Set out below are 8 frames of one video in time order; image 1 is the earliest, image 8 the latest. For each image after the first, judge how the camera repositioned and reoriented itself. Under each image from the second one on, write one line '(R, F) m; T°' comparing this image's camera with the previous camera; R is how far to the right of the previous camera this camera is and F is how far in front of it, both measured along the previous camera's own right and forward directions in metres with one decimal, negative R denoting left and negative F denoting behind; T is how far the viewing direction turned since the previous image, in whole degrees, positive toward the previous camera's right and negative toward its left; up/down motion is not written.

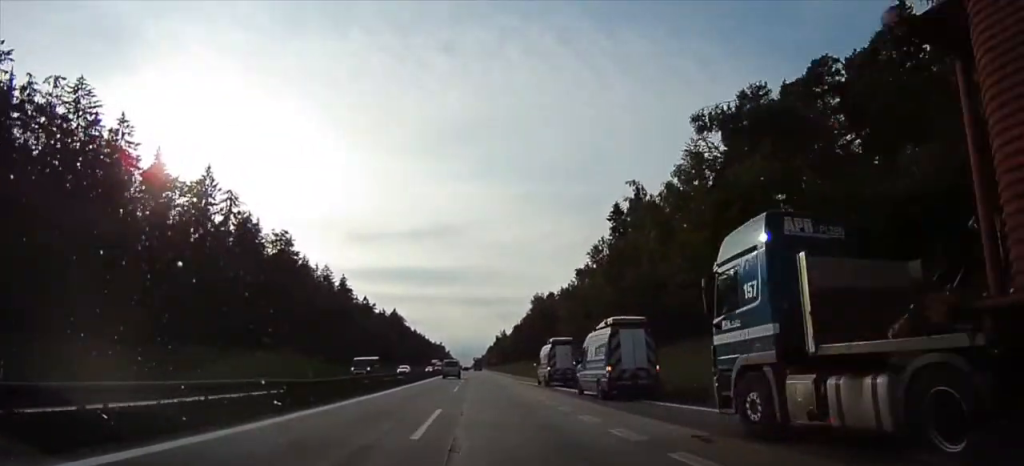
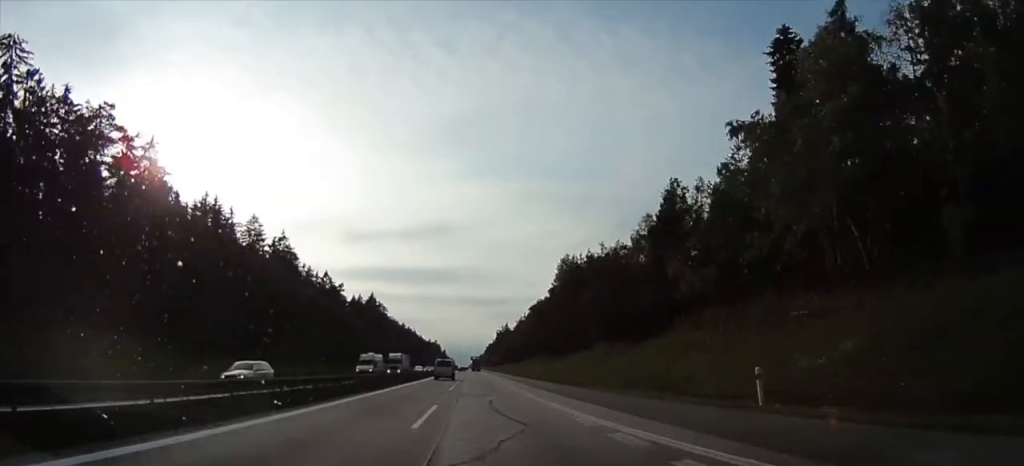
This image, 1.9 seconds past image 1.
(+0.1, +48.4) m; +3°
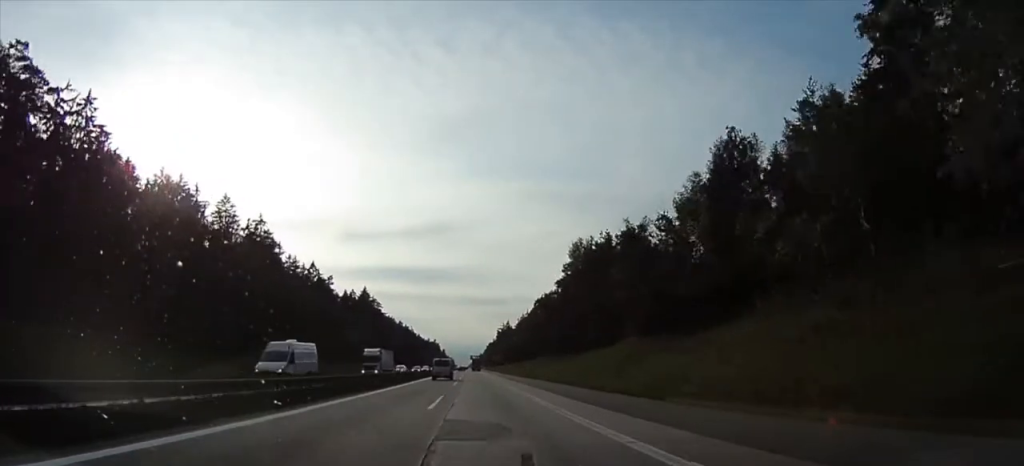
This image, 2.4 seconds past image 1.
(0.0, +11.9) m; 0°
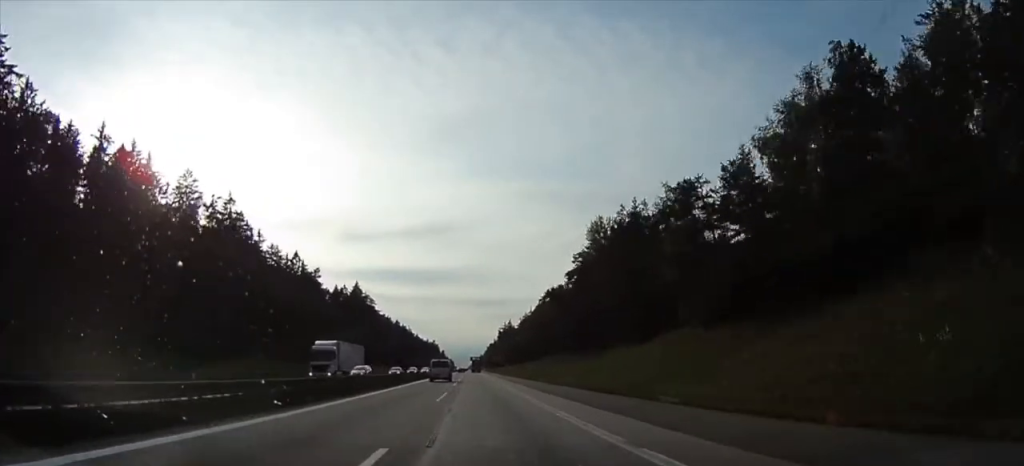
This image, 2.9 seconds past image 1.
(0.0, +12.8) m; 0°
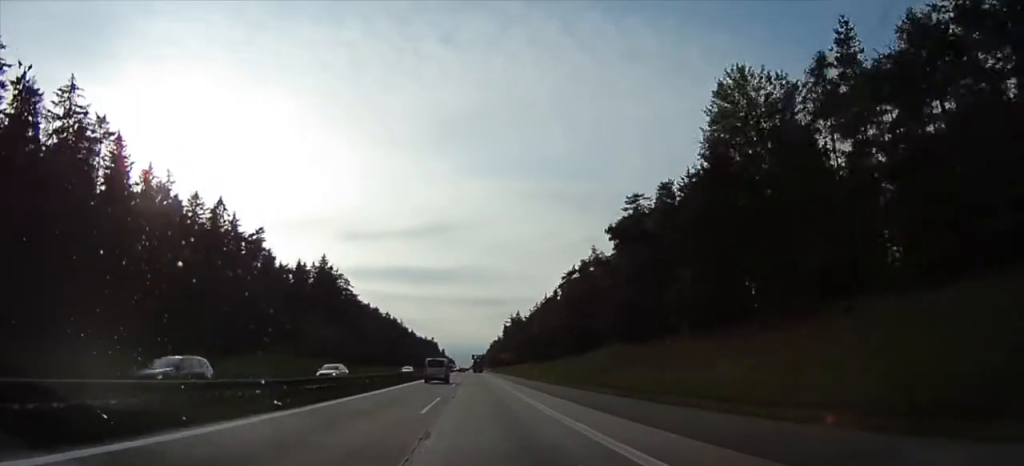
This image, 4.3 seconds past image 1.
(0.0, +37.8) m; 0°
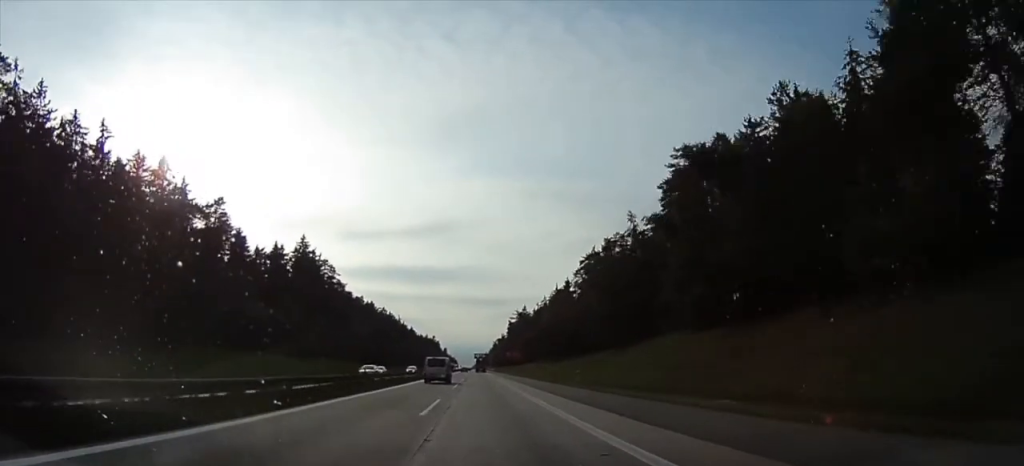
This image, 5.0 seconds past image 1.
(-0.1, +17.5) m; 0°
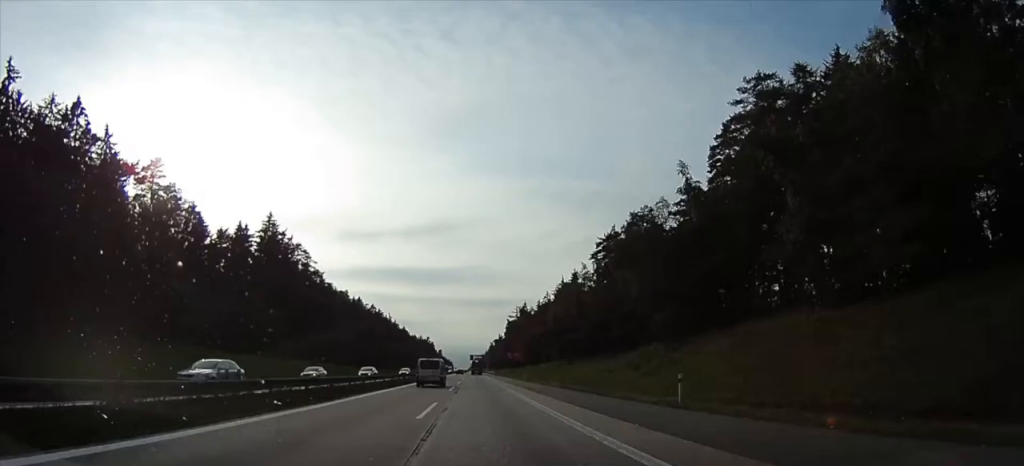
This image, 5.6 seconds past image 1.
(+0.1, +18.4) m; 0°
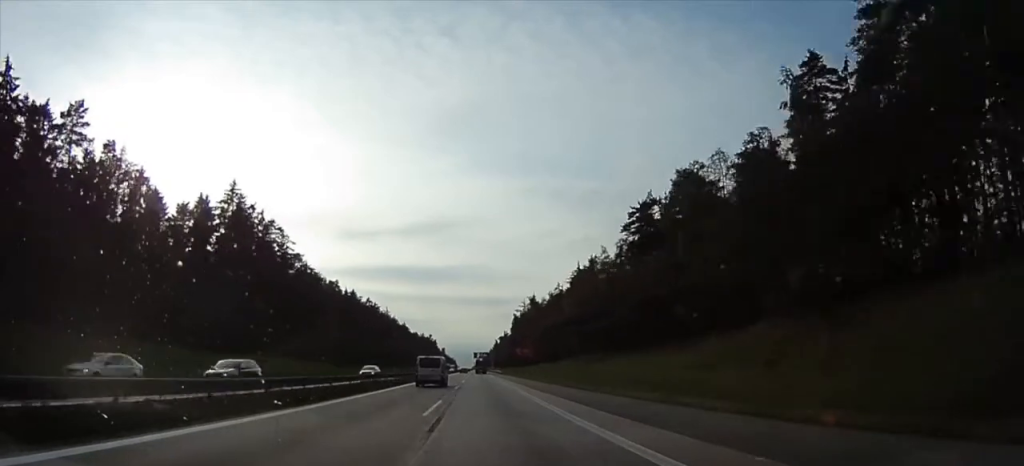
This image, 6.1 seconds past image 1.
(0.0, +18.2) m; 0°
